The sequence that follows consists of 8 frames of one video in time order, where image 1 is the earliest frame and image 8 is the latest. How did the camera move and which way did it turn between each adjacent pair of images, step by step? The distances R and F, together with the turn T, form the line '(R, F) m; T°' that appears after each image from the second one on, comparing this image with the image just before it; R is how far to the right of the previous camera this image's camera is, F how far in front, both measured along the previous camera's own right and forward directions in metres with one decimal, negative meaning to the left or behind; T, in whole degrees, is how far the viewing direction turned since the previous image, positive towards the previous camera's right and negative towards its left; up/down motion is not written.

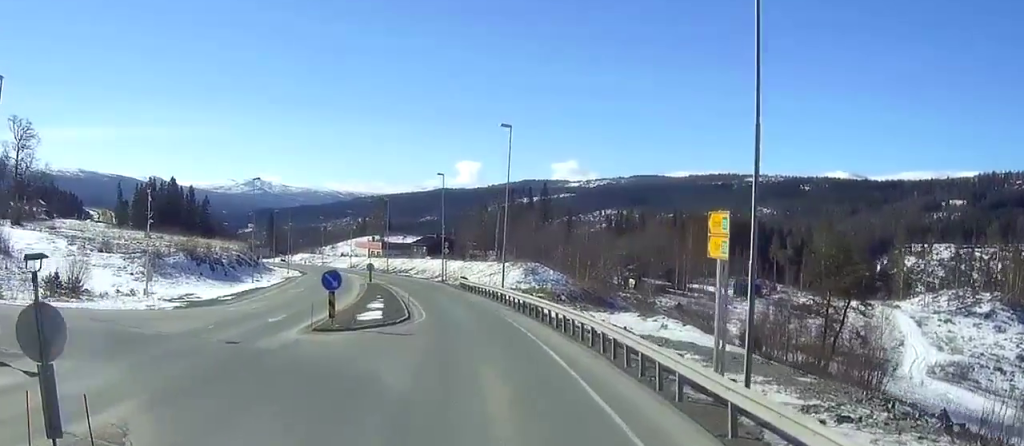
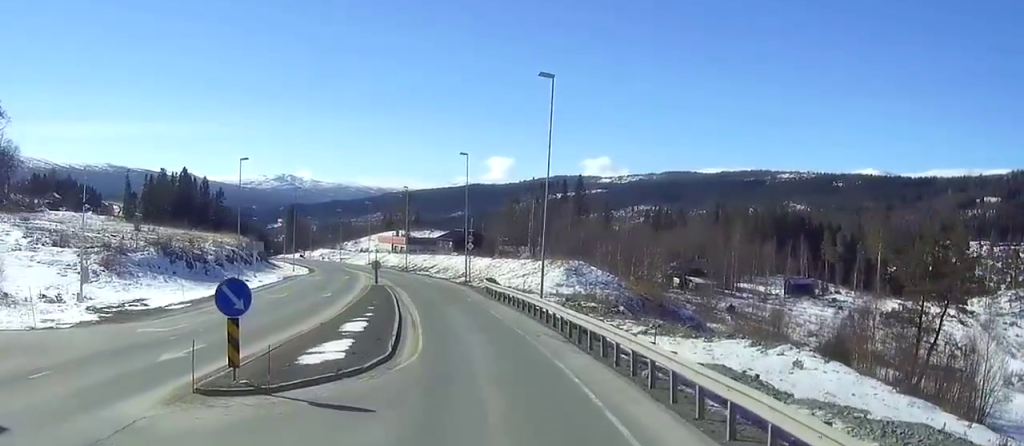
(0.0, +17.6) m; 0°
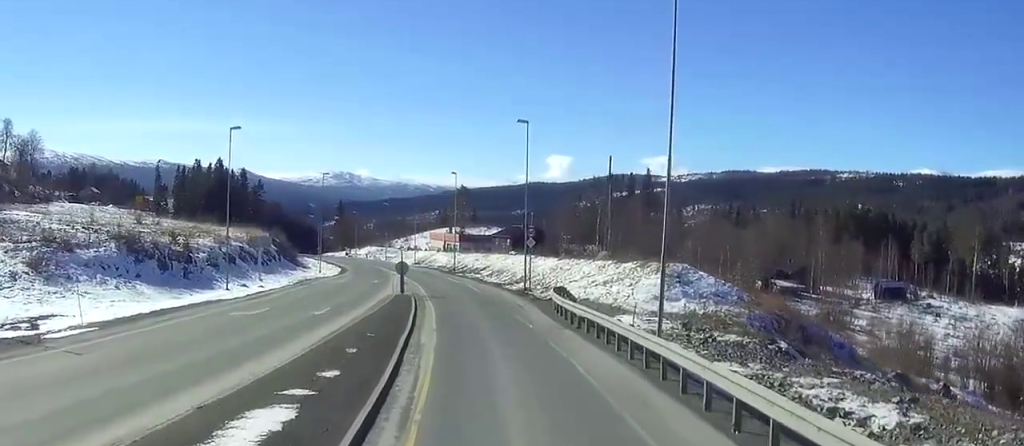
(0.0, +21.0) m; 0°
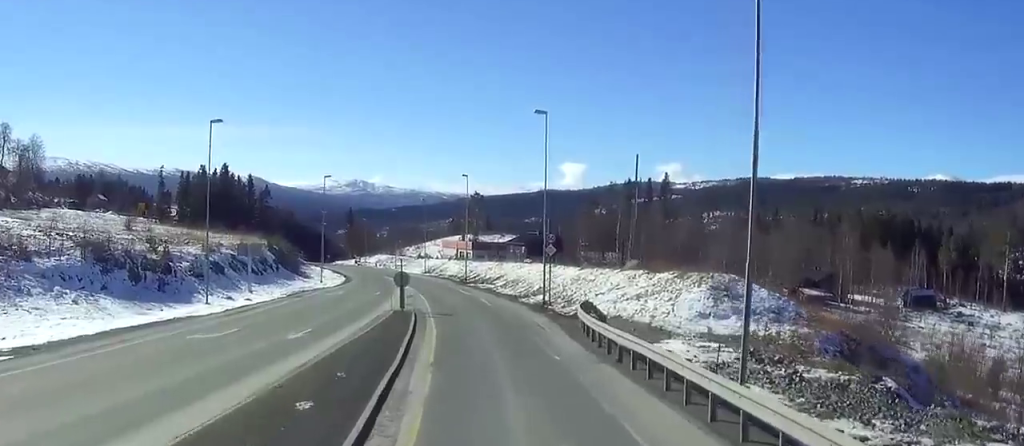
(0.0, +7.9) m; -2°
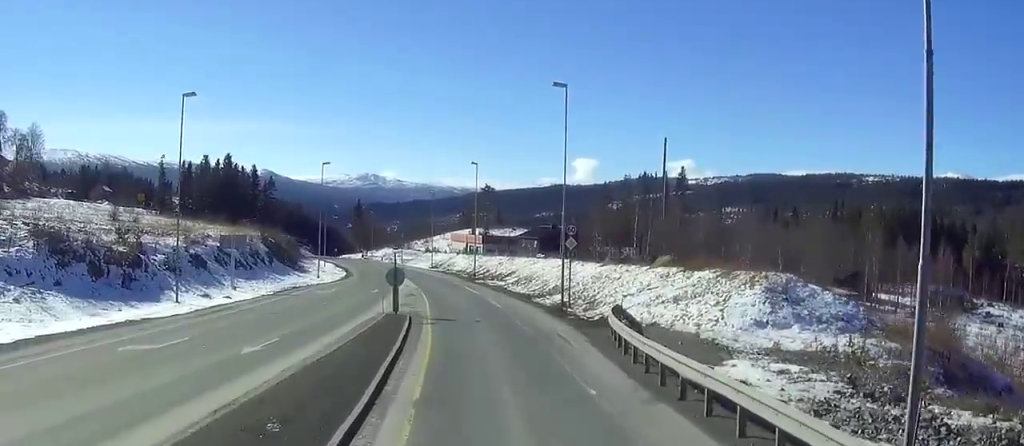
(+0.2, +7.6) m; -3°
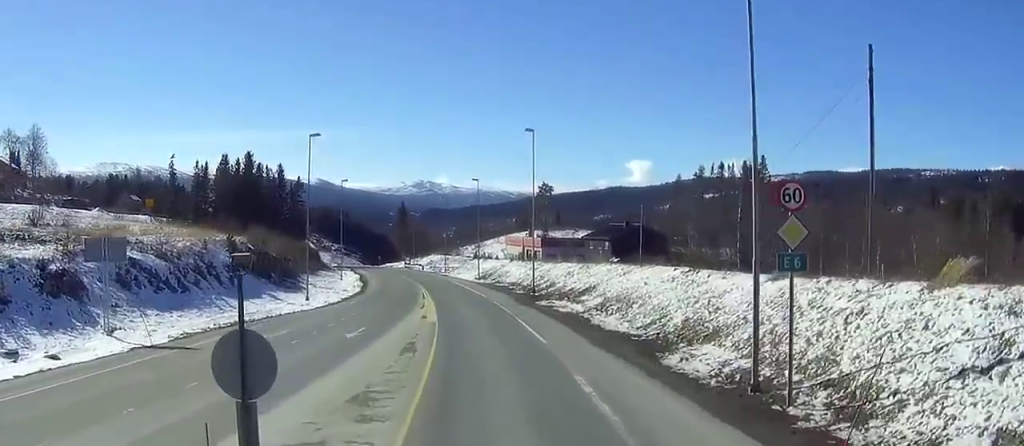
(-3.2, +30.6) m; -9°
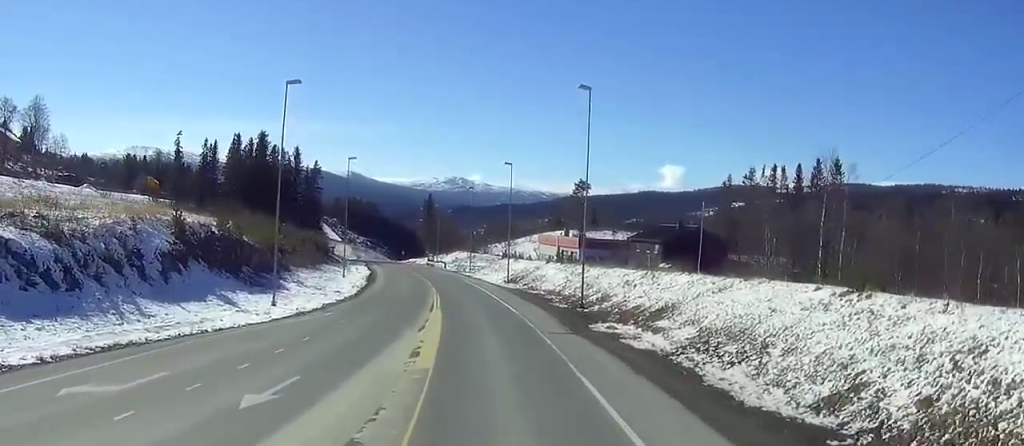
(-0.2, +18.6) m; -2°
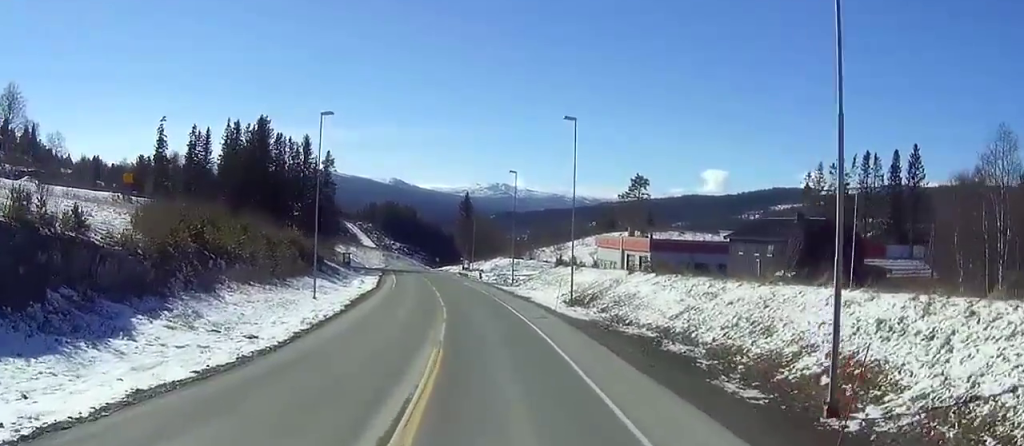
(-1.4, +34.4) m; -6°
